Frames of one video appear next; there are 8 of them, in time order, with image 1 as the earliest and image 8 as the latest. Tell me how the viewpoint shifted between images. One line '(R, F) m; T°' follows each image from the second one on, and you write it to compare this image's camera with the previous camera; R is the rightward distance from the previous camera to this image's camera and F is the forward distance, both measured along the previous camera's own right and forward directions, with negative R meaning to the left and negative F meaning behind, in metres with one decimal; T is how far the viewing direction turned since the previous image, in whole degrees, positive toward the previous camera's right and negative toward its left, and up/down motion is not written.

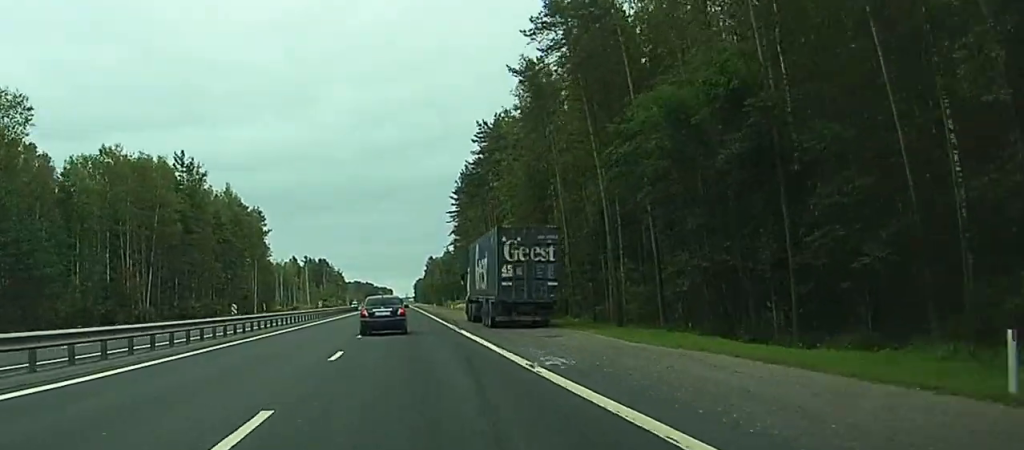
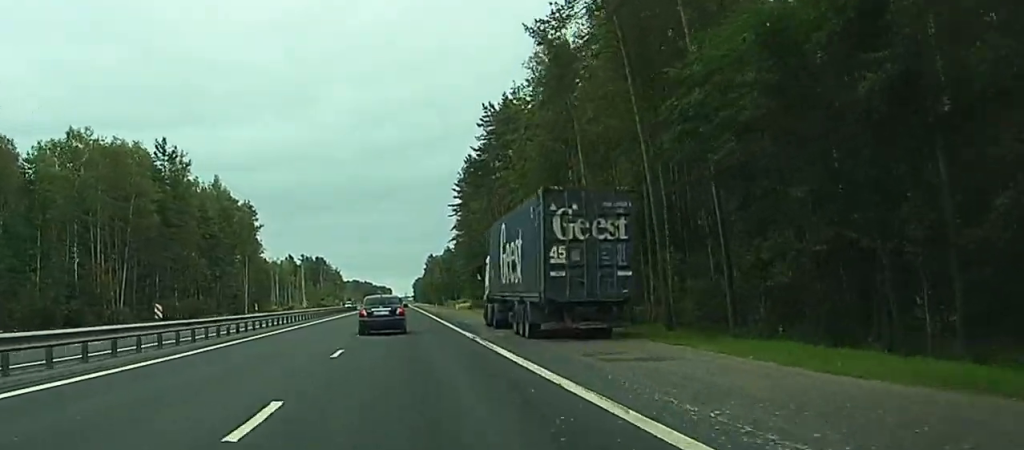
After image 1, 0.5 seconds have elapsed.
(0.0, +11.2) m; 0°
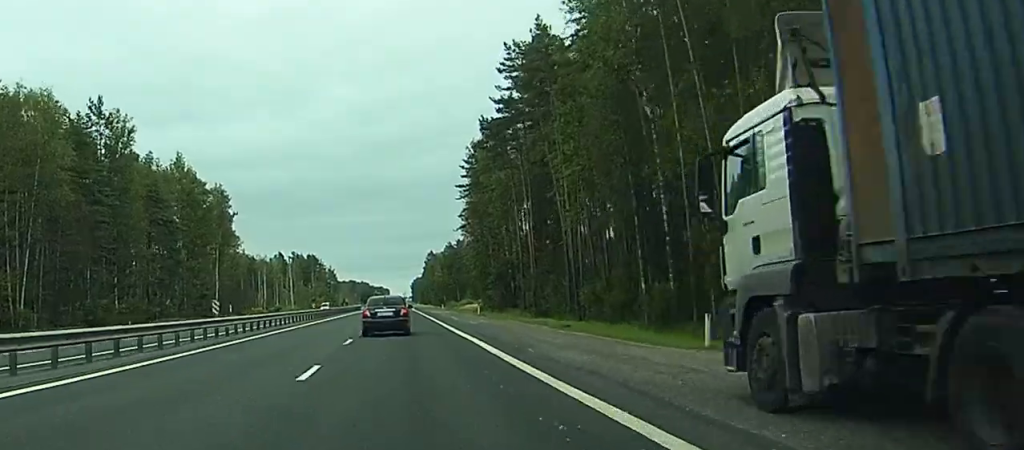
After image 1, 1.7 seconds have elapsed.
(0.0, +29.2) m; -1°
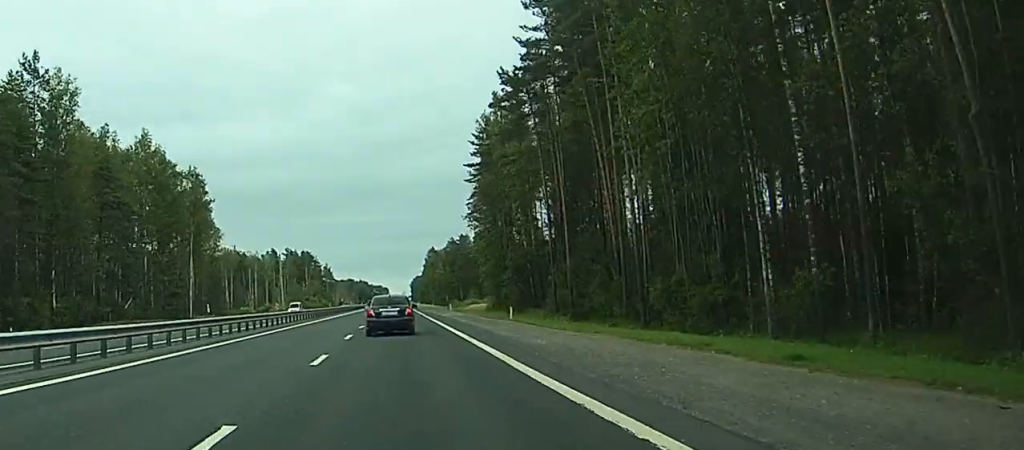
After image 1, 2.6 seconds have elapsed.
(-0.3, +20.3) m; 0°
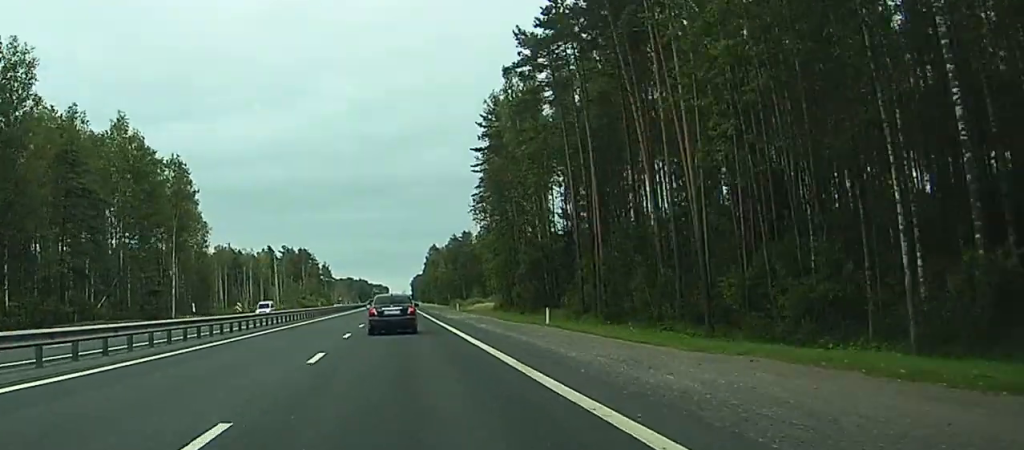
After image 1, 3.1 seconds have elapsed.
(0.0, +11.7) m; 0°
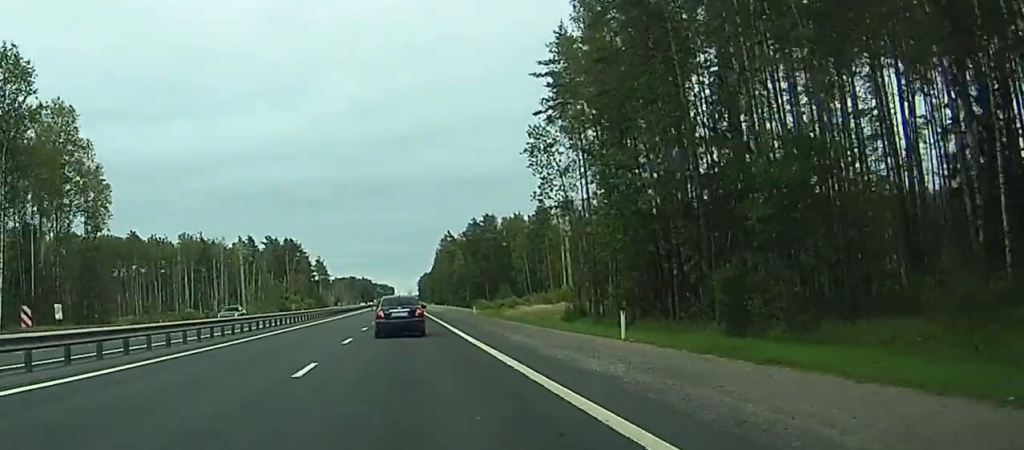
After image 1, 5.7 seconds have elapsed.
(+0.4, +62.2) m; 0°
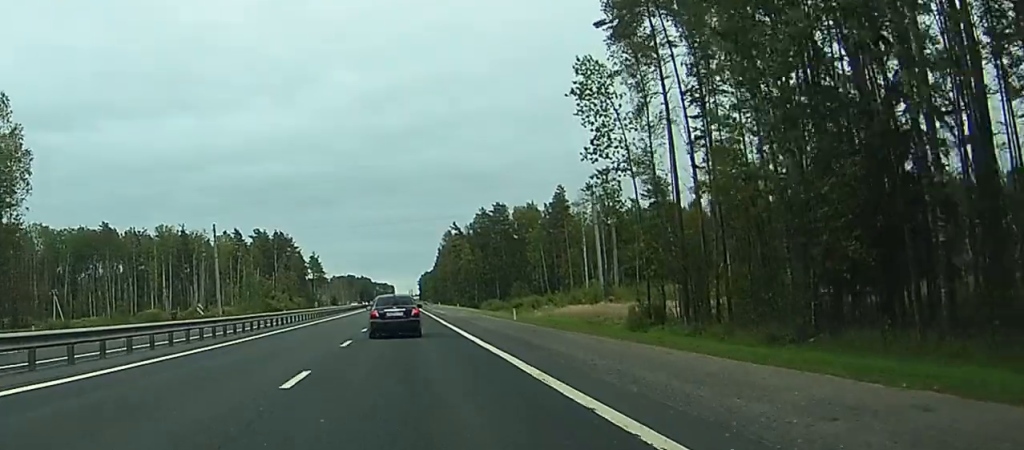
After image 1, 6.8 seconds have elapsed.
(-0.1, +25.5) m; -1°
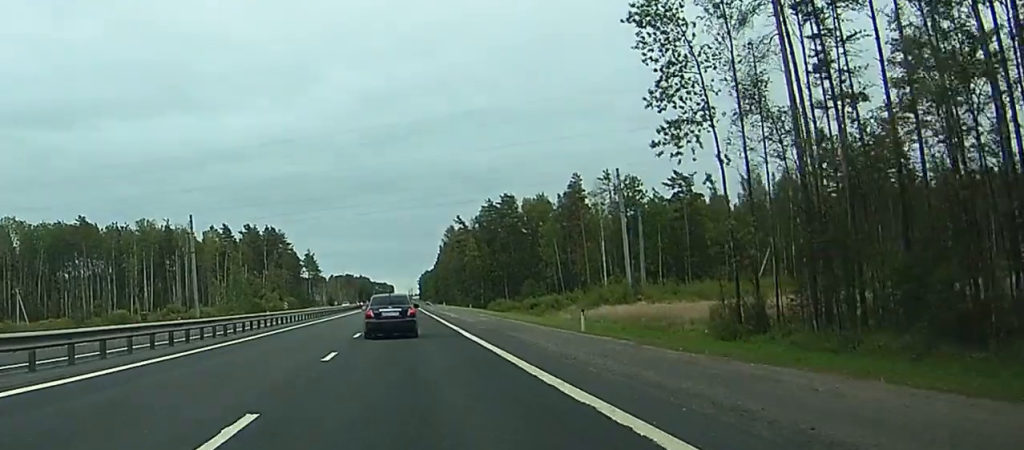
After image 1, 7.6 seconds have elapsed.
(-0.1, +17.7) m; 0°
